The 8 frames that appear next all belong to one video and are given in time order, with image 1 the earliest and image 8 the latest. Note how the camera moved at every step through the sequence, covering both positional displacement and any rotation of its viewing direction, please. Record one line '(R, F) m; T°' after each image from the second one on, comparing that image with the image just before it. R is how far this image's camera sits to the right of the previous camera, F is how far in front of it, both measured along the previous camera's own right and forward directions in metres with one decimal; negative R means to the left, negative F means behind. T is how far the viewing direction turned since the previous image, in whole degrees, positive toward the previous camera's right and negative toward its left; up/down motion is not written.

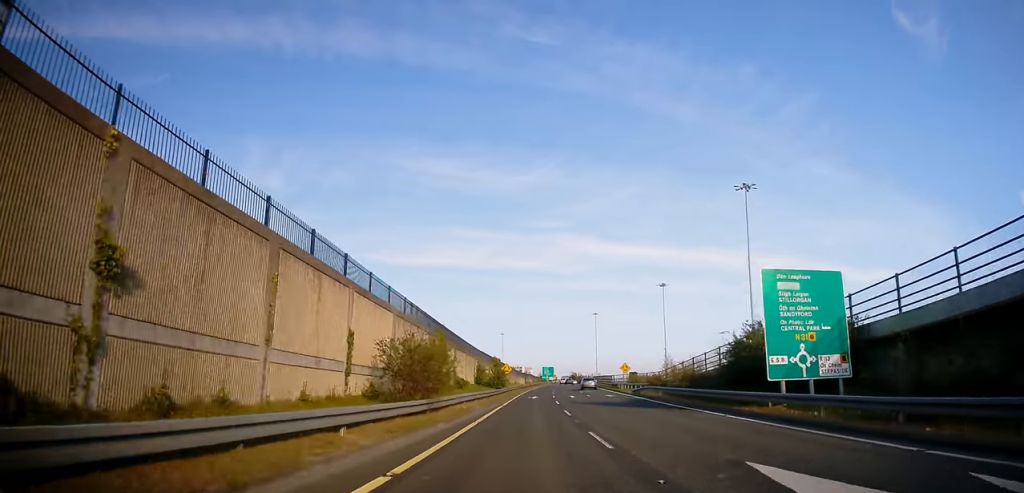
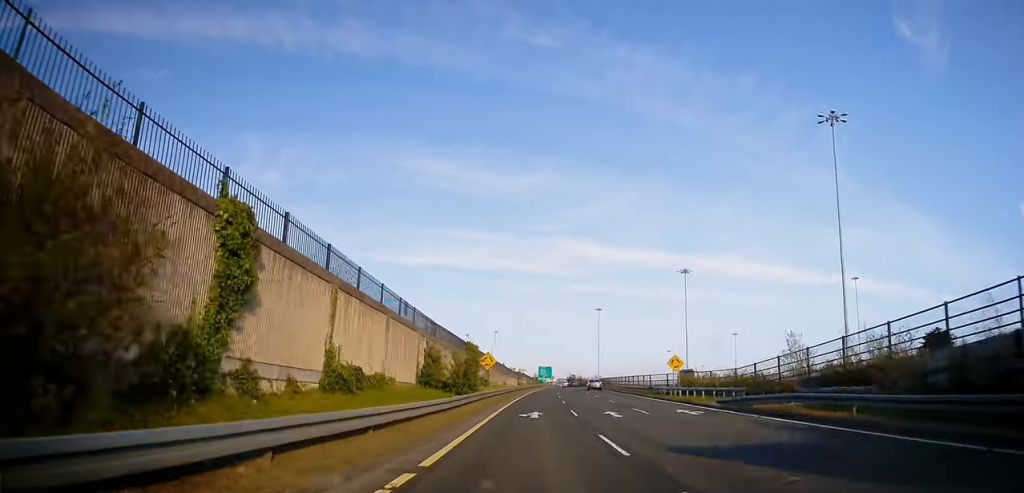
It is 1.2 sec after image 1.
(0.0, +24.1) m; +2°
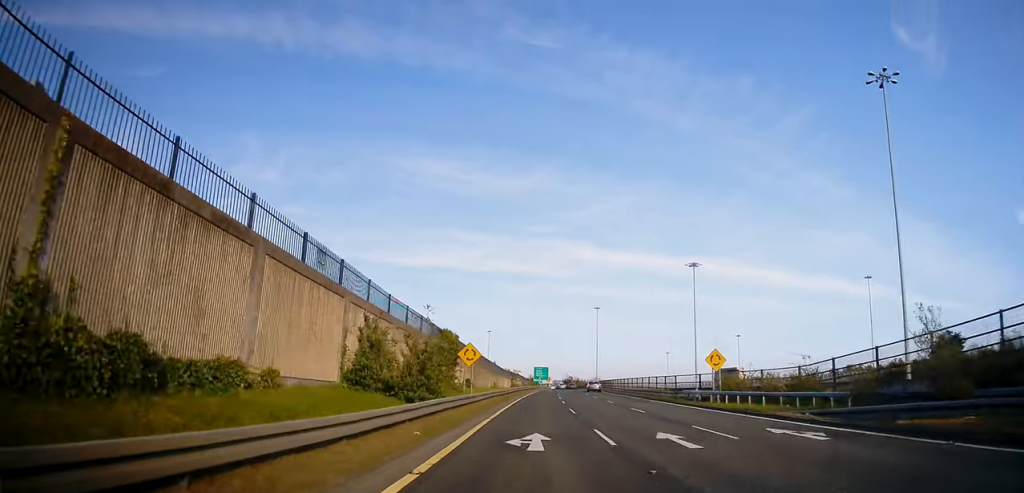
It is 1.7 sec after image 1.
(+0.1, +10.2) m; +1°
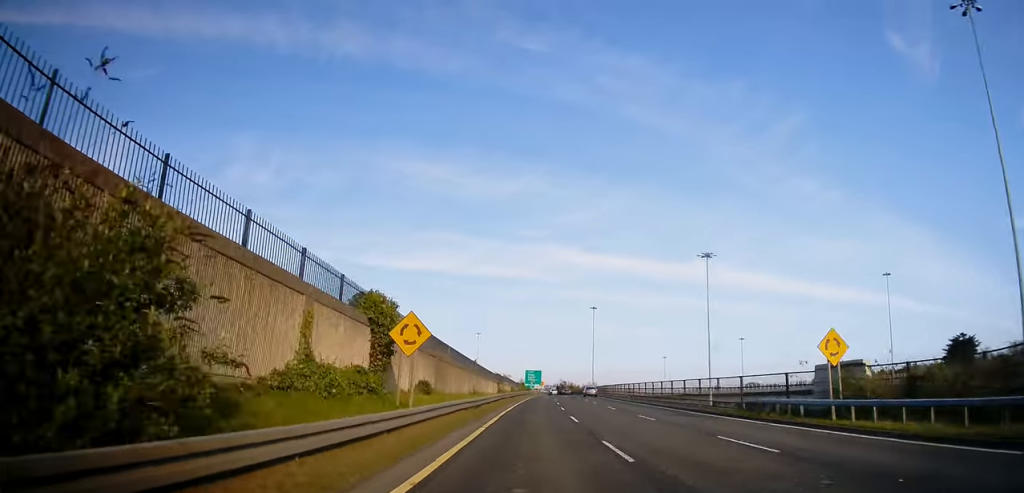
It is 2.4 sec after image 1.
(+0.4, +13.3) m; 0°
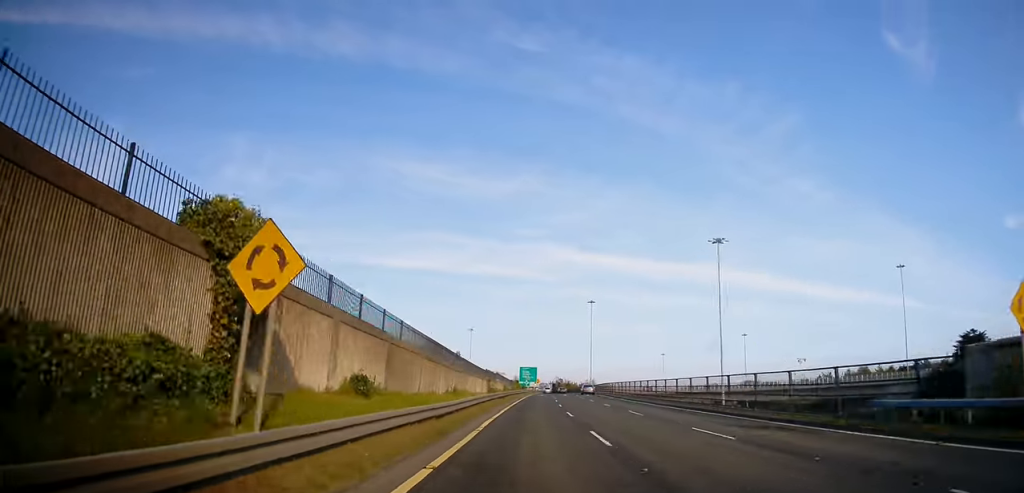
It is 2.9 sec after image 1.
(-0.2, +9.2) m; 0°
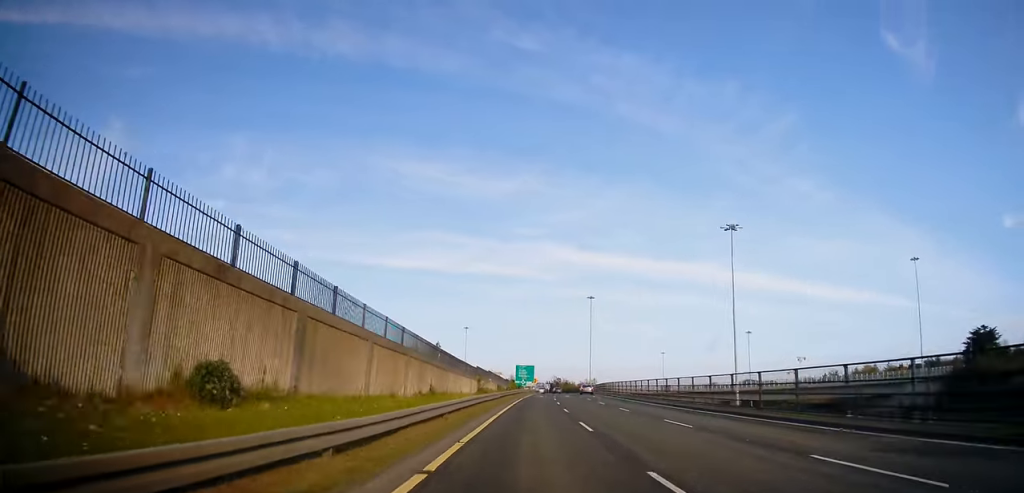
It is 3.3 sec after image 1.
(-0.2, +7.7) m; 0°
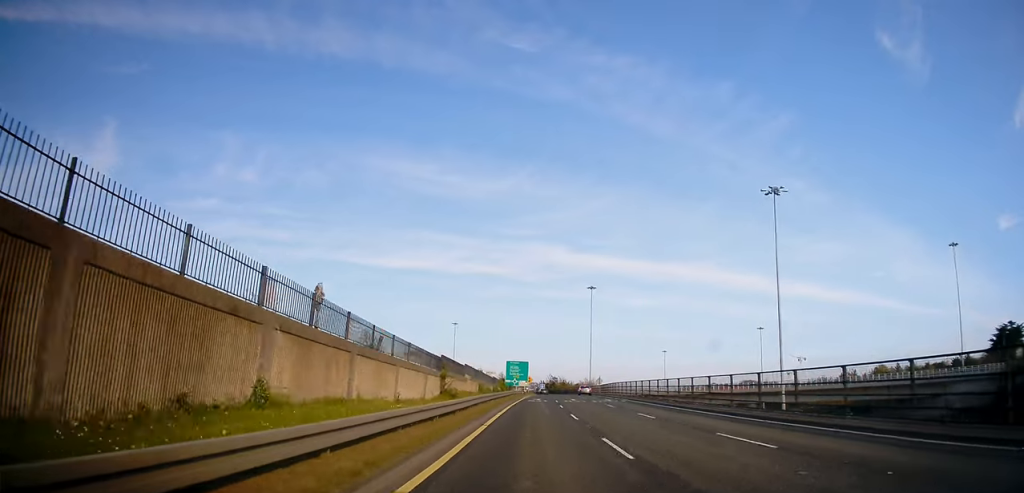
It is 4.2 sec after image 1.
(+0.3, +17.5) m; +1°
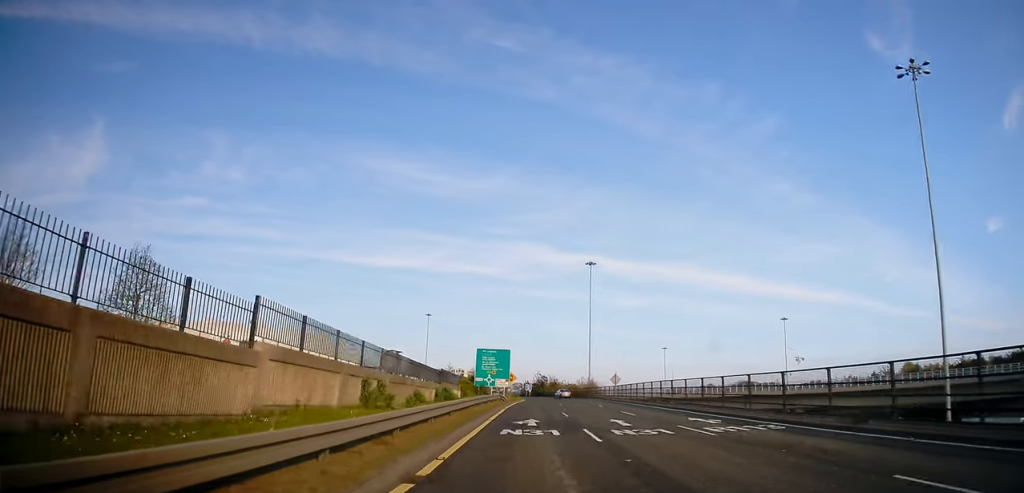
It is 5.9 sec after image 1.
(+0.3, +31.7) m; +2°
